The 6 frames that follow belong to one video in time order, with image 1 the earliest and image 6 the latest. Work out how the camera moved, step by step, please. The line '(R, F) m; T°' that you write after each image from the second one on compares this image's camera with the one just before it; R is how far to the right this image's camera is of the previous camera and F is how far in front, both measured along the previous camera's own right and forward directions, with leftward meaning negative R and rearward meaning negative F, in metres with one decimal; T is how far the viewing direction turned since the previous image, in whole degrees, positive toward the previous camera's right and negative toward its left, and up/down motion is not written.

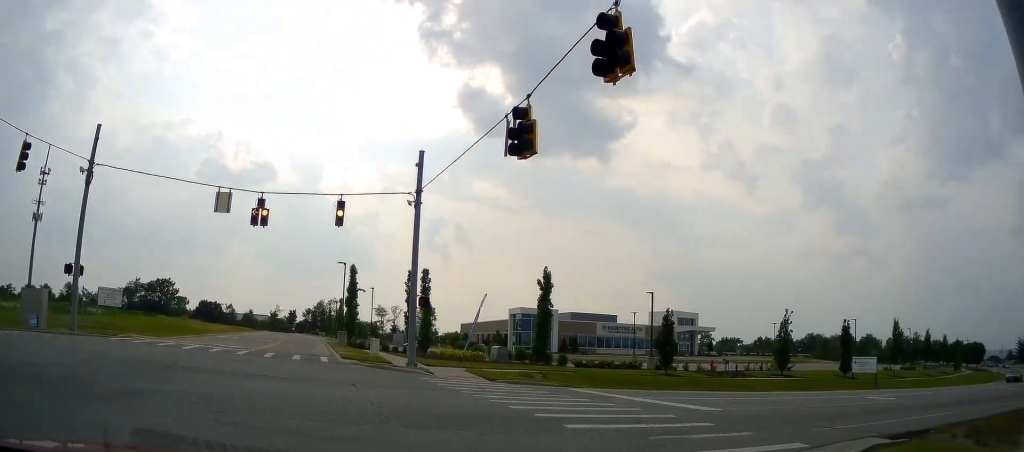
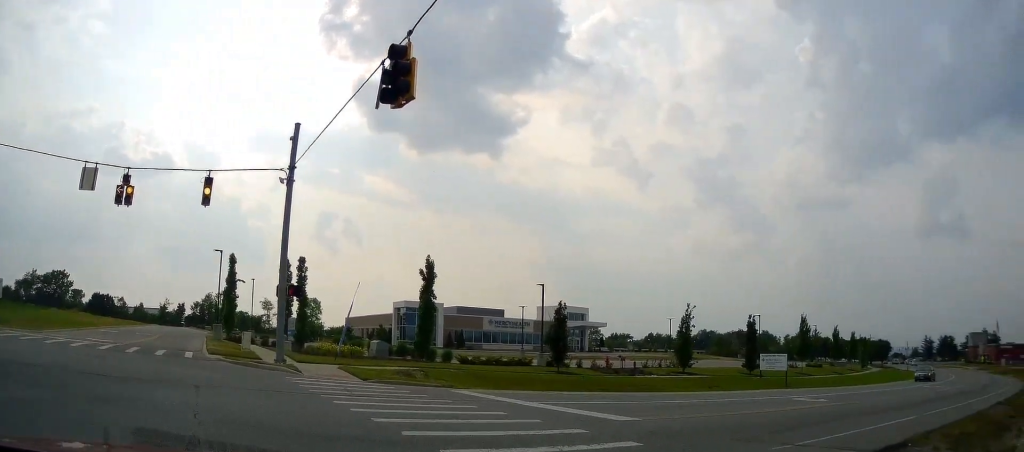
(+0.8, +2.6) m; +12°
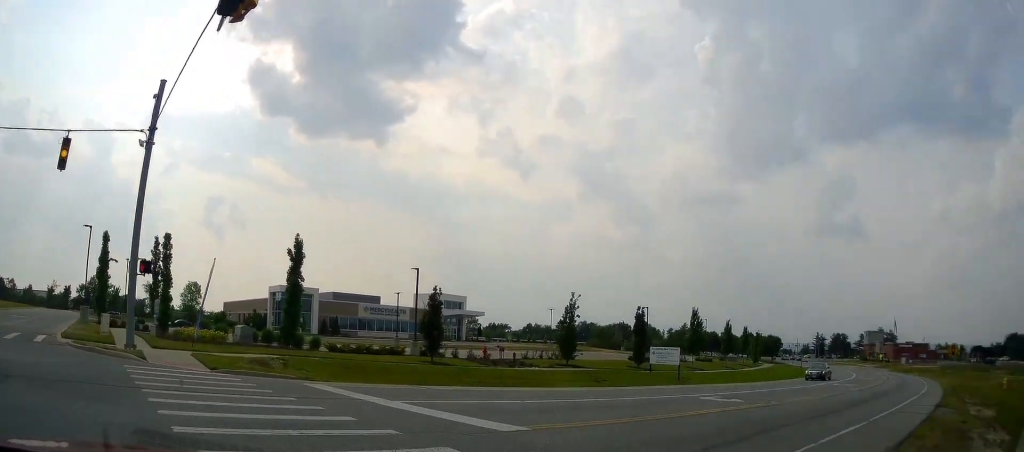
(+0.2, +2.8) m; +12°
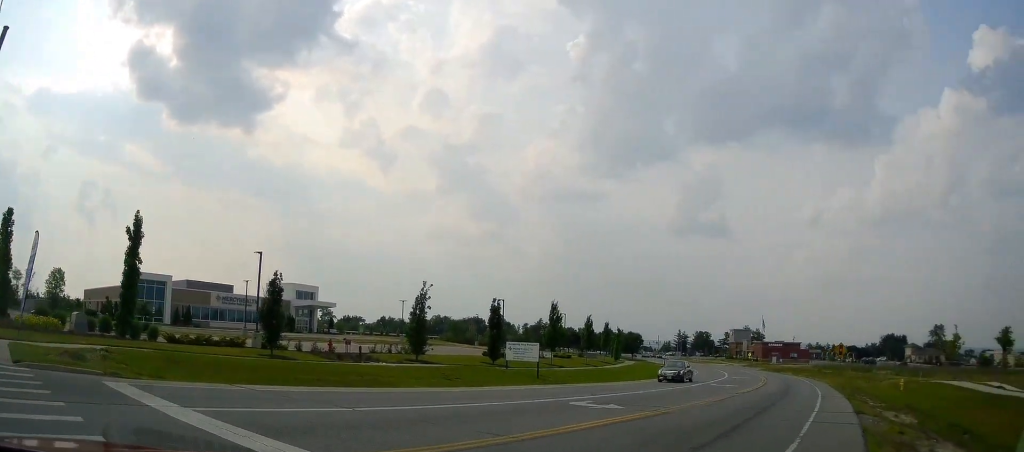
(+0.5, +3.0) m; +10°
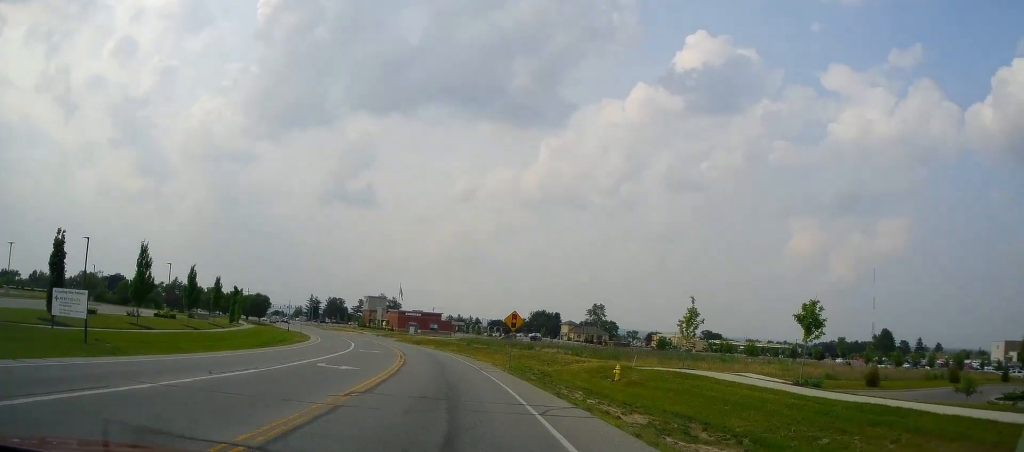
(+3.8, +11.7) m; +28°
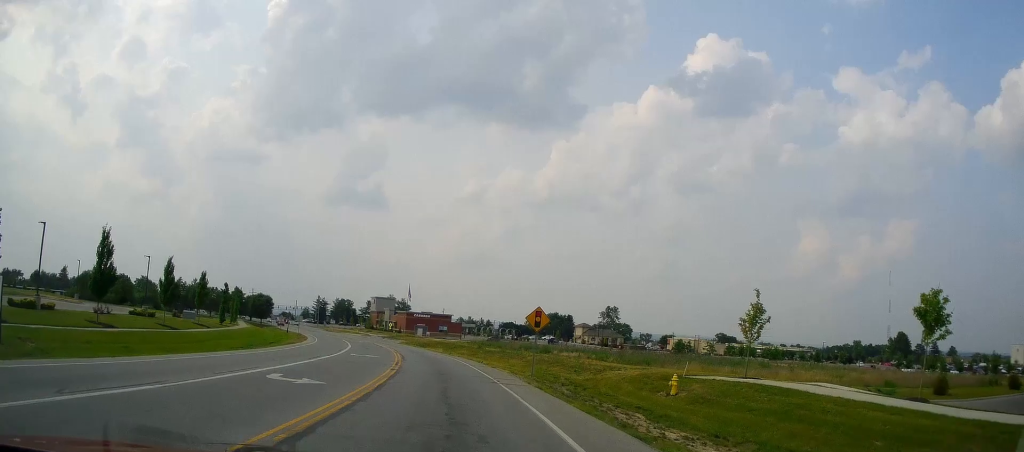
(+0.2, +5.8) m; +3°
